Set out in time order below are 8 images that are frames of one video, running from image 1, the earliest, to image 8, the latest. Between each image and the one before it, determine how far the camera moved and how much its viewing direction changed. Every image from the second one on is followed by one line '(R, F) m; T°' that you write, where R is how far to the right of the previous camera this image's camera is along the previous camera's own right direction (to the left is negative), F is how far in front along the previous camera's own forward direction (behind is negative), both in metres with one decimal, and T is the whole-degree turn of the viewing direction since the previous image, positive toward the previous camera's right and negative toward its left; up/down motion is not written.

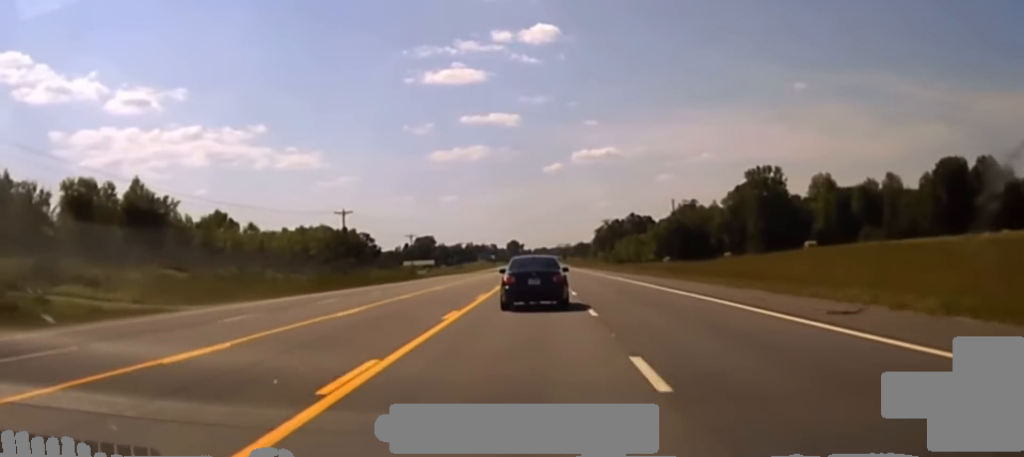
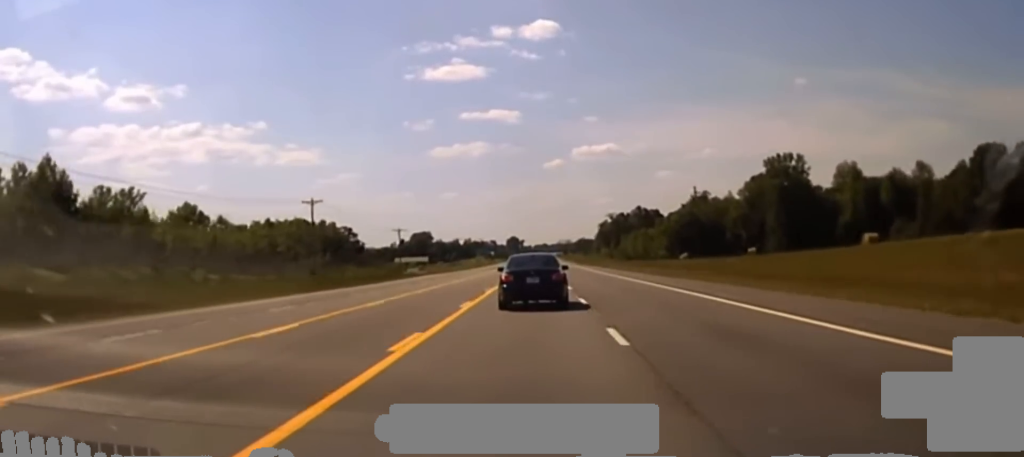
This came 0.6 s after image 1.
(-0.1, +16.9) m; 0°
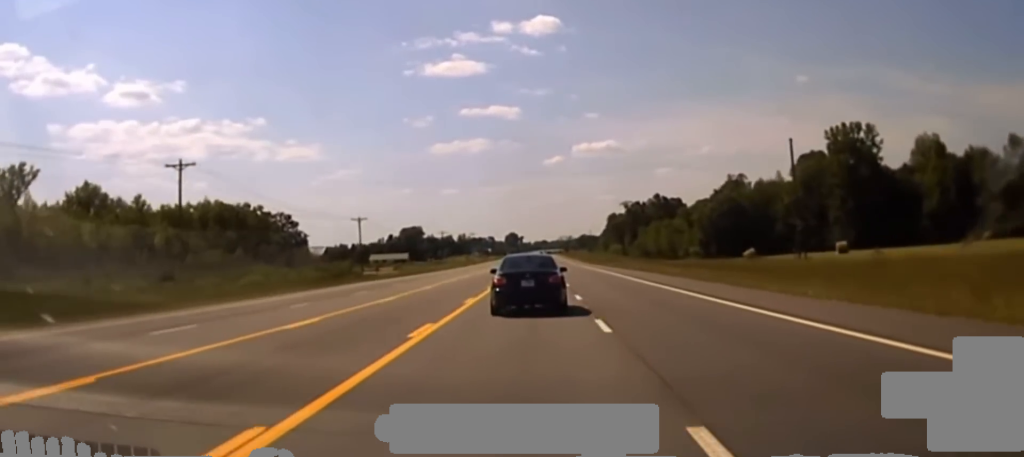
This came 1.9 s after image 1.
(+0.1, +40.8) m; 0°
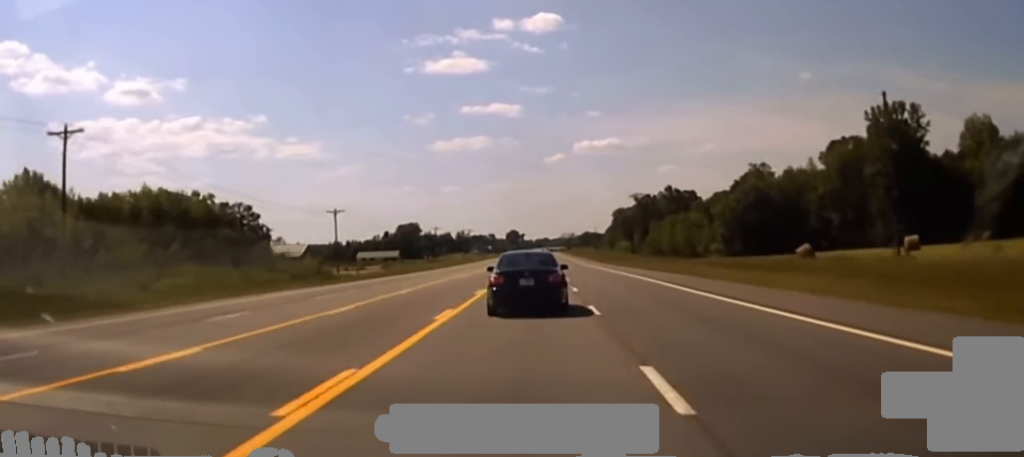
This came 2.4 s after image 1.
(+0.1, +19.5) m; 0°
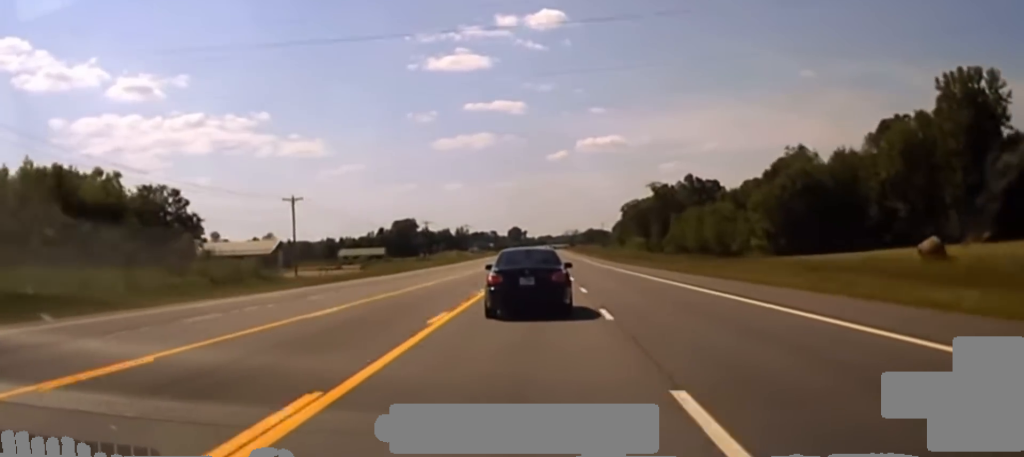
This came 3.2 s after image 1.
(-0.2, +27.9) m; 0°
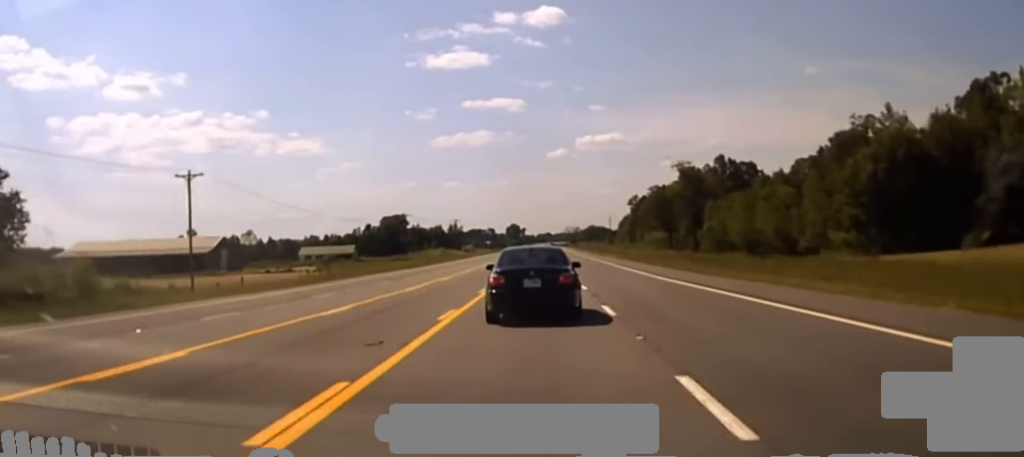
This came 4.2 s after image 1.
(-0.1, +40.6) m; 0°
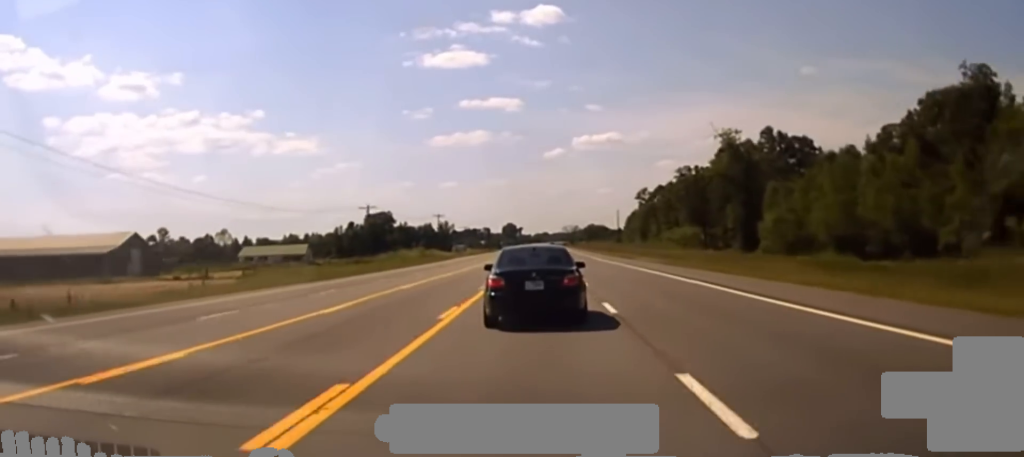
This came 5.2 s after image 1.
(+0.3, +39.7) m; 0°
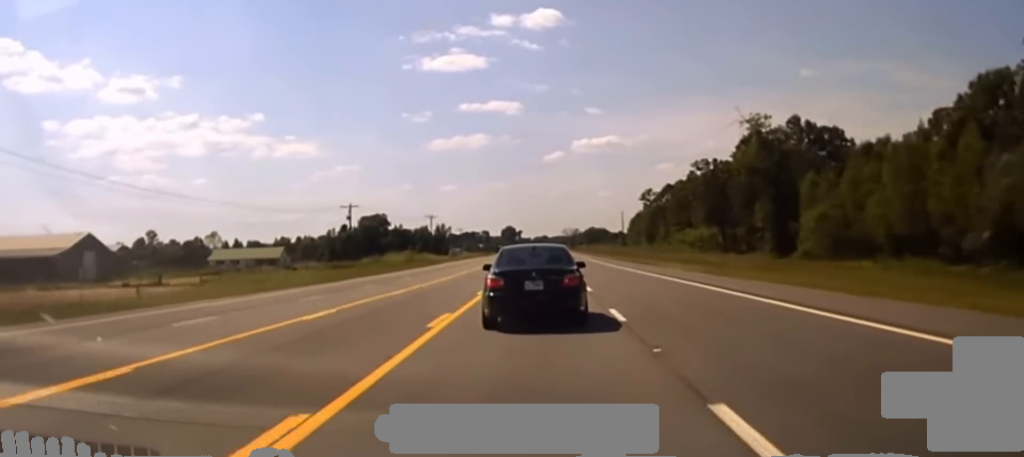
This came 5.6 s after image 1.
(0.0, +14.3) m; 0°
